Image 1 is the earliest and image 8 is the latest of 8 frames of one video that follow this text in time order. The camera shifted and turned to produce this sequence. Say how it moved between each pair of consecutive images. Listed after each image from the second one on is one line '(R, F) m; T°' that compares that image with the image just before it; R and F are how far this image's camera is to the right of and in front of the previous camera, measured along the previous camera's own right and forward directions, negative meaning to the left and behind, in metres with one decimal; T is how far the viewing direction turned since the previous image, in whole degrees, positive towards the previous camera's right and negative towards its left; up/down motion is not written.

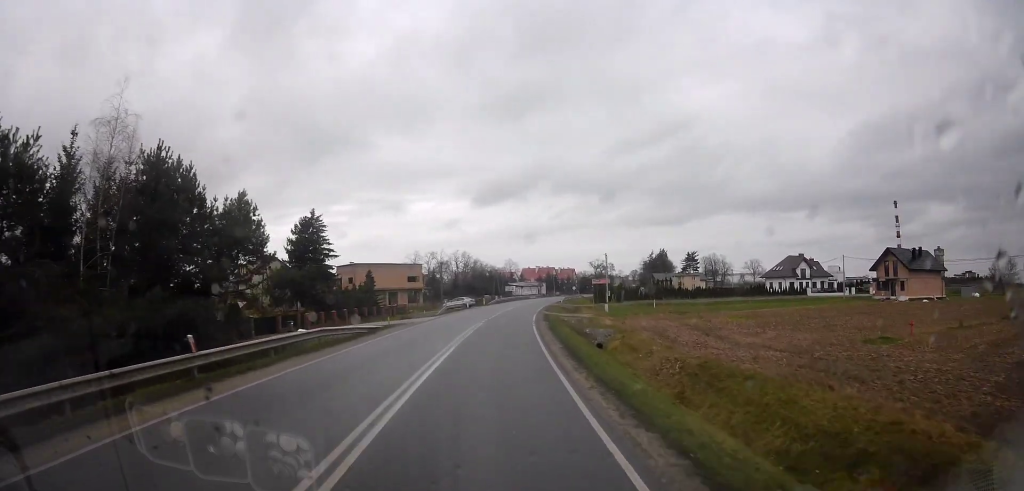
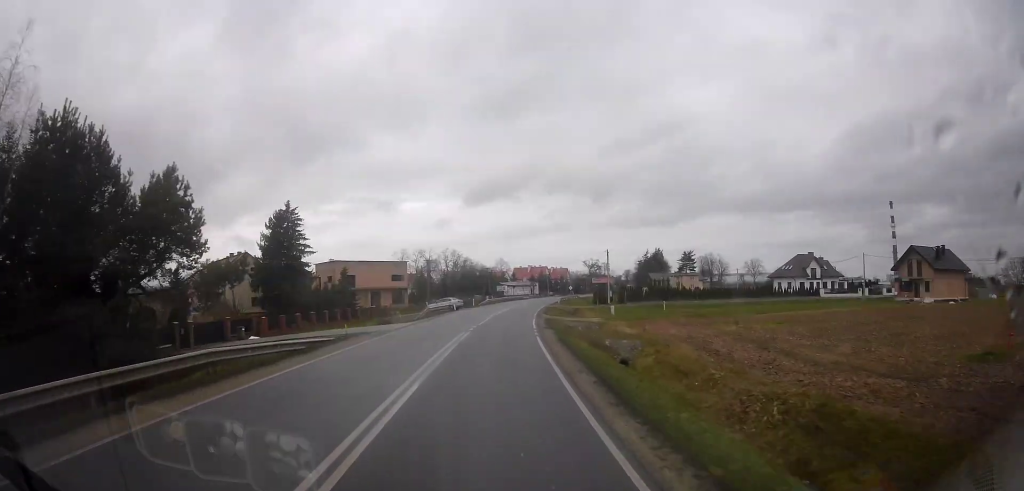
(0.0, +7.2) m; 0°
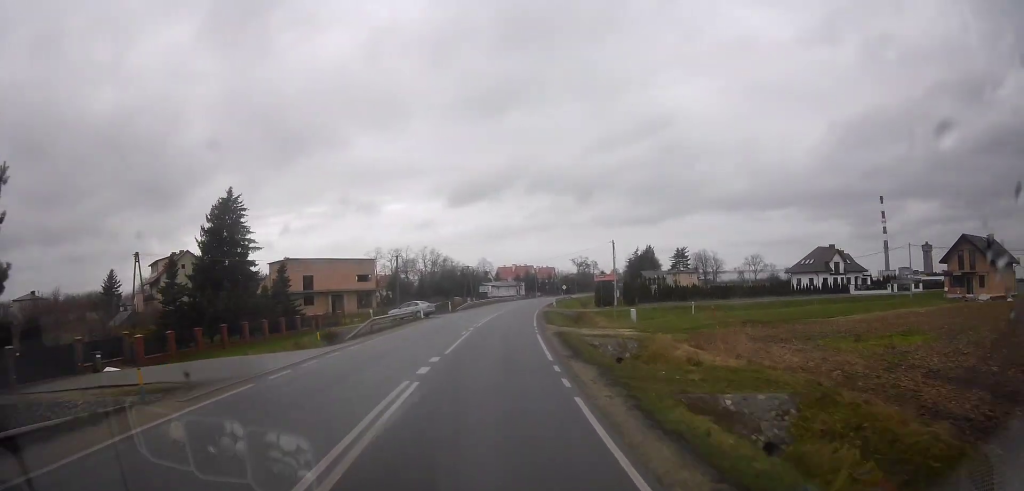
(+0.2, +13.4) m; -2°
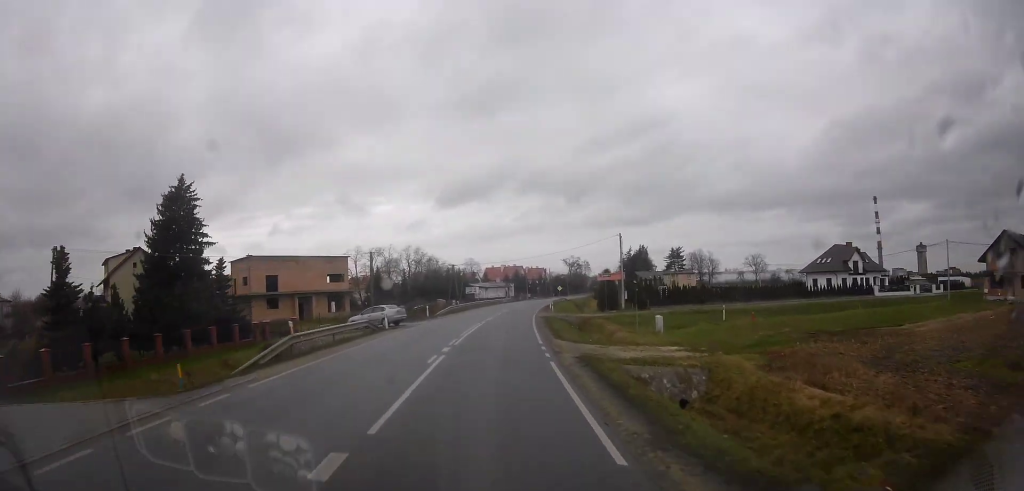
(-0.3, +8.8) m; +1°
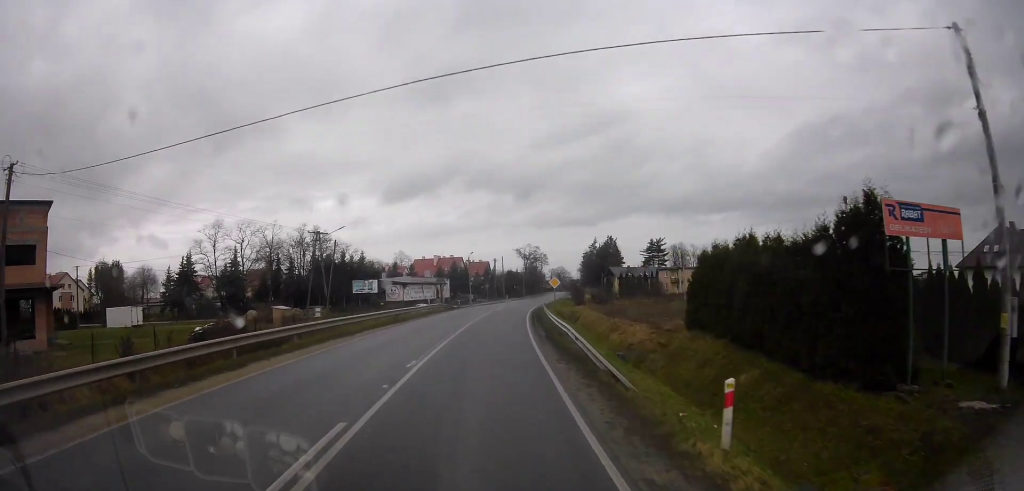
(+3.6, +47.0) m; +8°
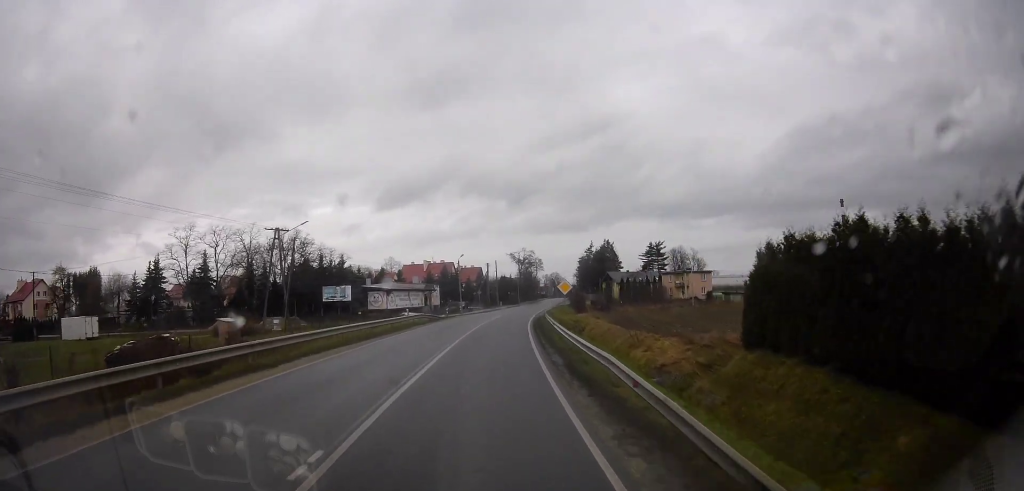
(+0.2, +7.3) m; +3°
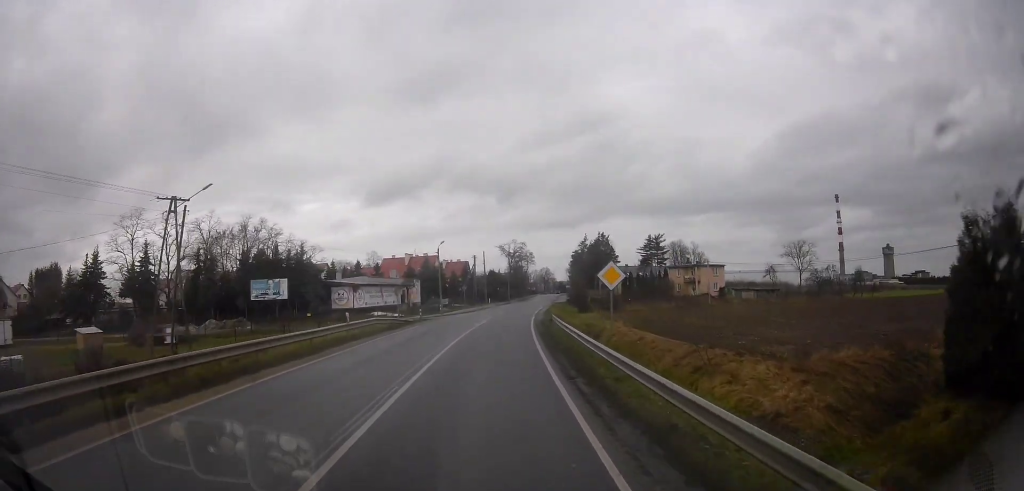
(+0.5, +11.9) m; +4°
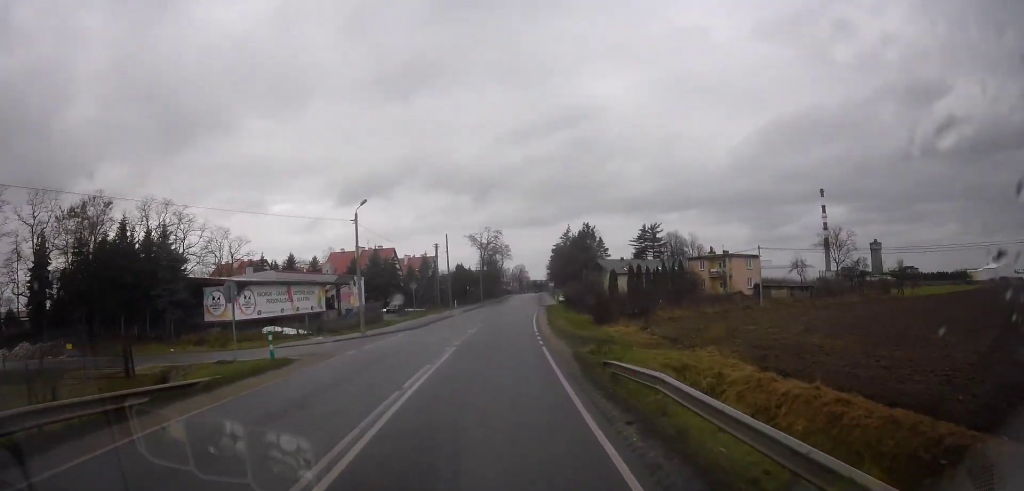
(+1.5, +23.0) m; +4°
